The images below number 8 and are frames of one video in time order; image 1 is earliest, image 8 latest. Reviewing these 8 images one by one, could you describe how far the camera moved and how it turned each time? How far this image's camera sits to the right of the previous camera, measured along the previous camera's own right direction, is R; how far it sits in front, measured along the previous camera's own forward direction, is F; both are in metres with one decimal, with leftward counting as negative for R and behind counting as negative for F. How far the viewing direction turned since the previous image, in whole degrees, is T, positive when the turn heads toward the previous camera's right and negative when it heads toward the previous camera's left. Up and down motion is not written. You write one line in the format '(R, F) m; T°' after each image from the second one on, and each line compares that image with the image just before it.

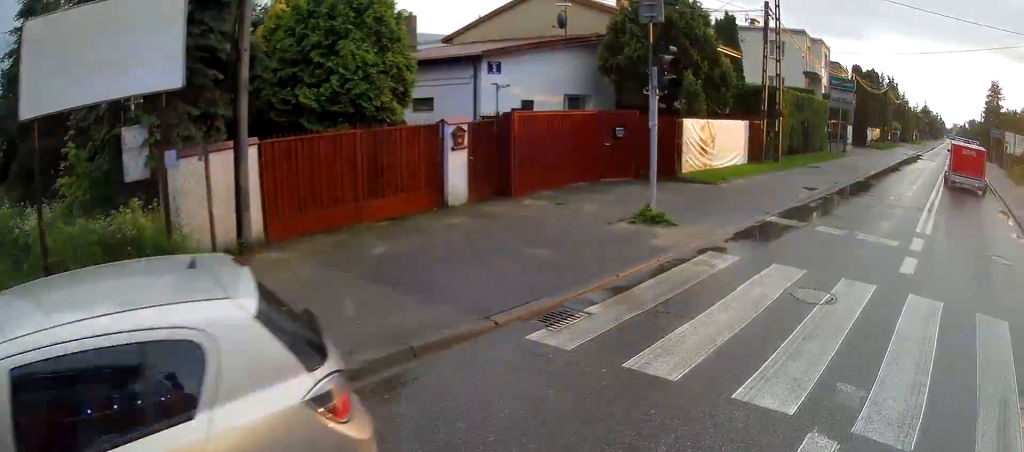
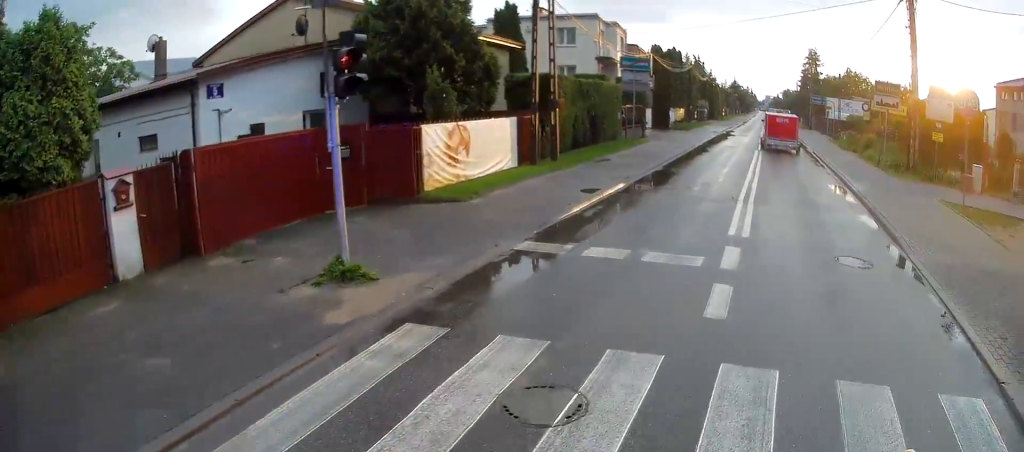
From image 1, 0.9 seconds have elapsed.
(+0.5, +3.1) m; +17°
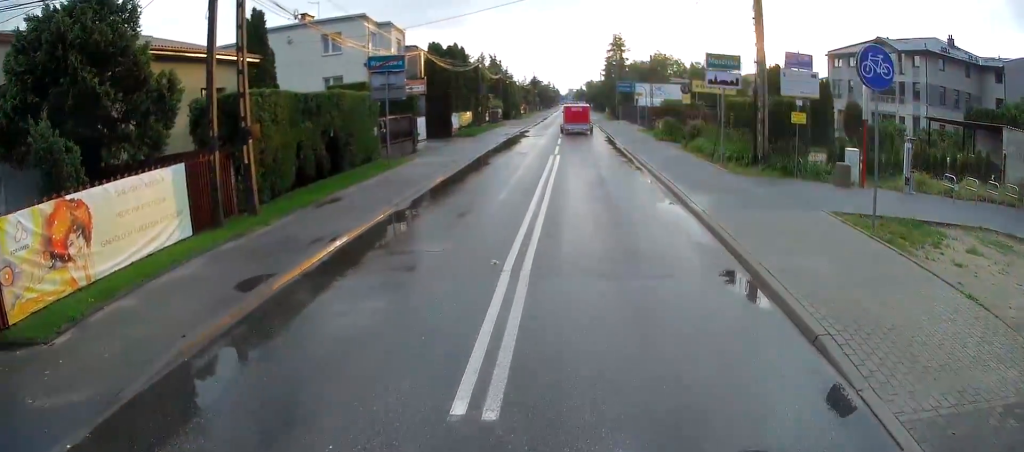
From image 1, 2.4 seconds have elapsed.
(+1.1, +6.2) m; +7°
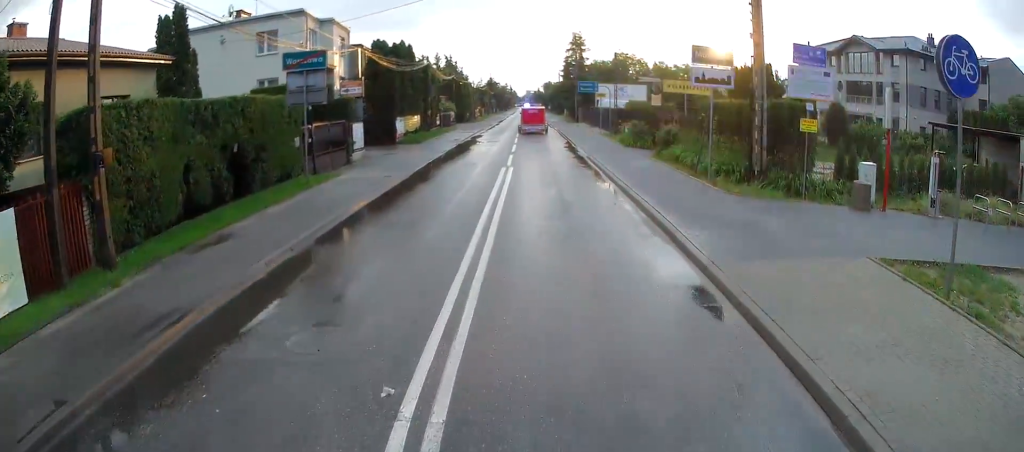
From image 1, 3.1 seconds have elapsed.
(-0.2, +3.7) m; -1°
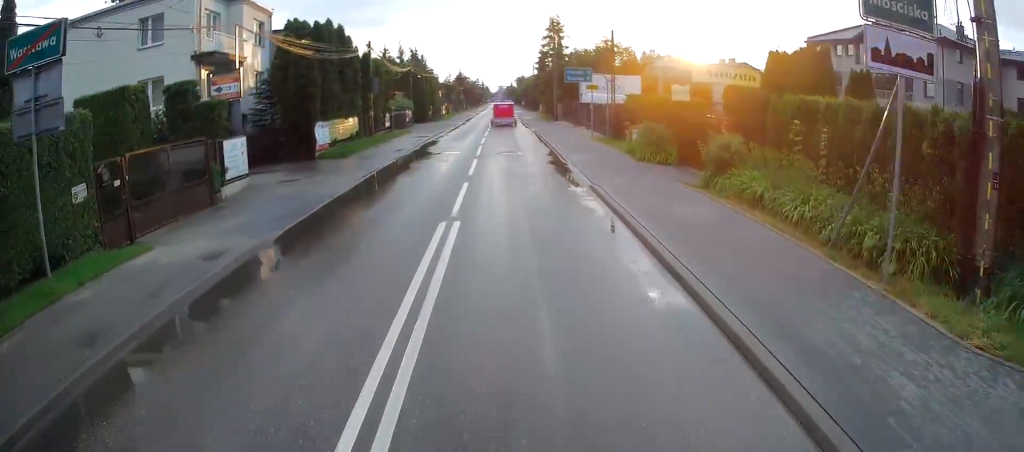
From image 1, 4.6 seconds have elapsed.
(+0.2, +9.4) m; +2°
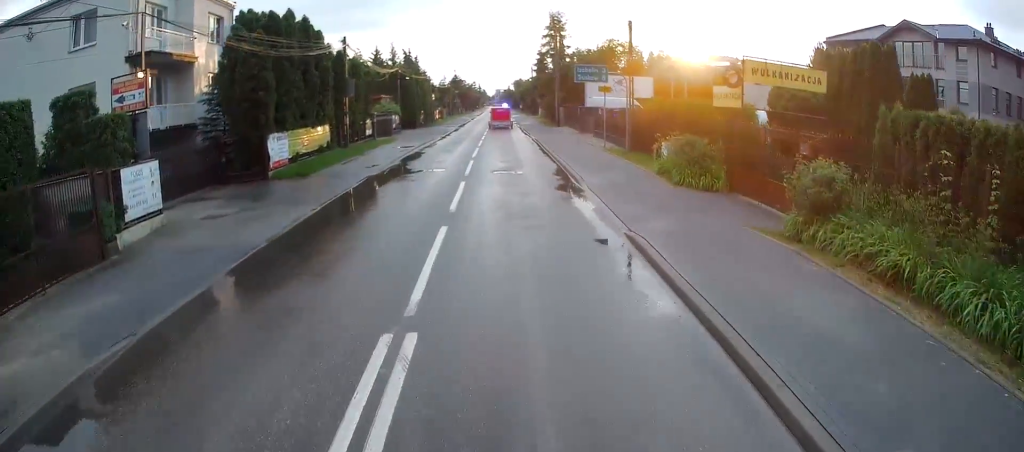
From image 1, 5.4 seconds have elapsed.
(-0.1, +5.2) m; +1°
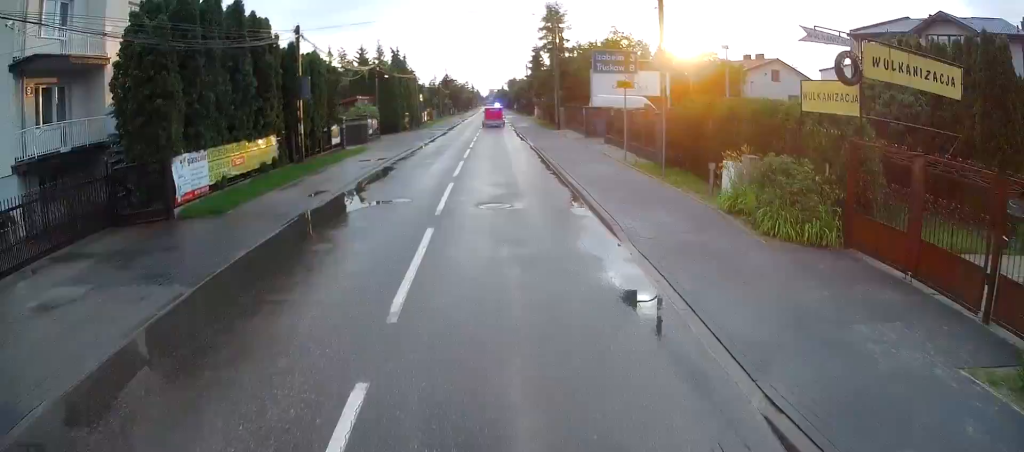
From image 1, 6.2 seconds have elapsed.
(+0.2, +6.2) m; 0°
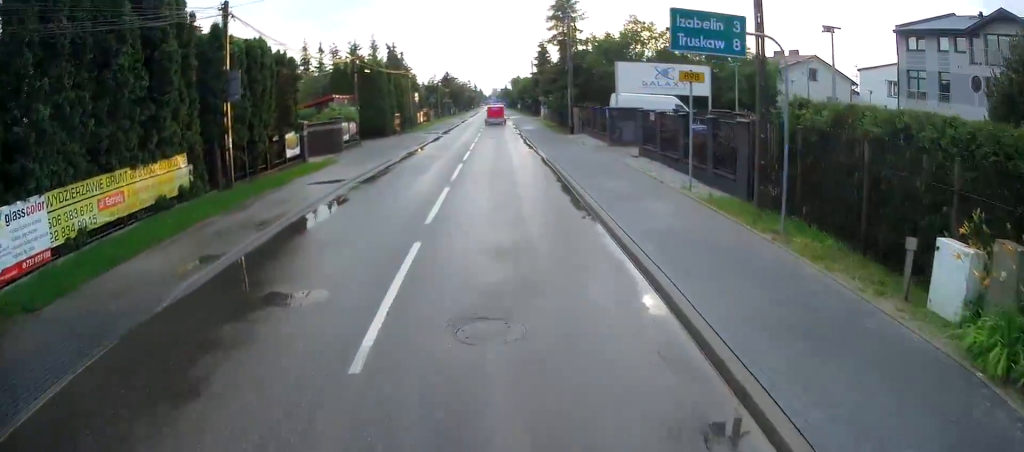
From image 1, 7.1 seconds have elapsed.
(-0.1, +7.0) m; -1°
